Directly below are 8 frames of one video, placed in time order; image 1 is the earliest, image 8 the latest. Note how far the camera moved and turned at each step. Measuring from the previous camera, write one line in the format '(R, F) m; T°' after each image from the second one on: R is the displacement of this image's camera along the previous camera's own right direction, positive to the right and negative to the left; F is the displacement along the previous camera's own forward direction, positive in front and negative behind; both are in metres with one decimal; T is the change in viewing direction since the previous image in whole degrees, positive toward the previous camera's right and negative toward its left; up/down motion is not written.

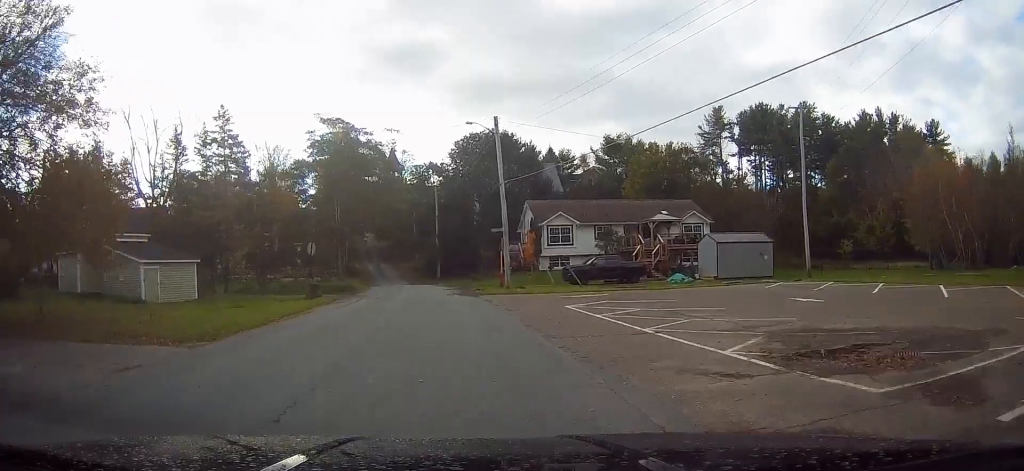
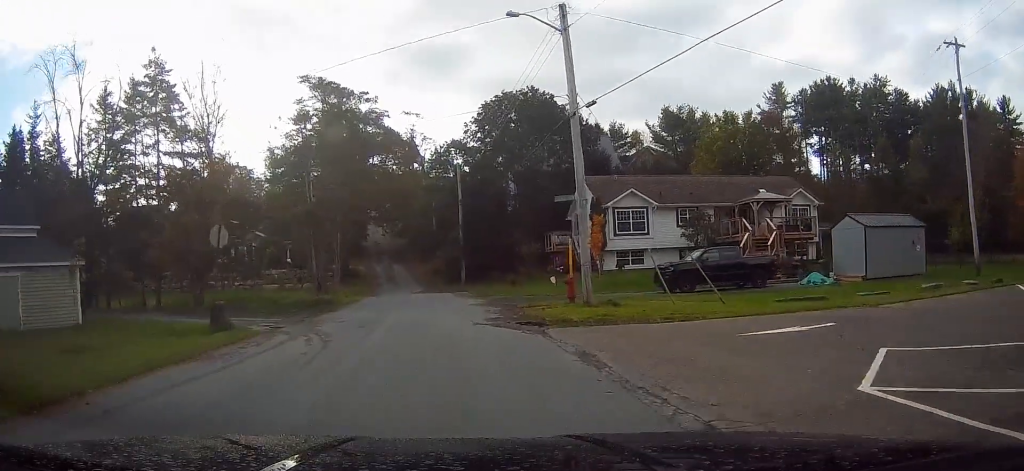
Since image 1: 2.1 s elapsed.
(+0.4, +16.5) m; -1°
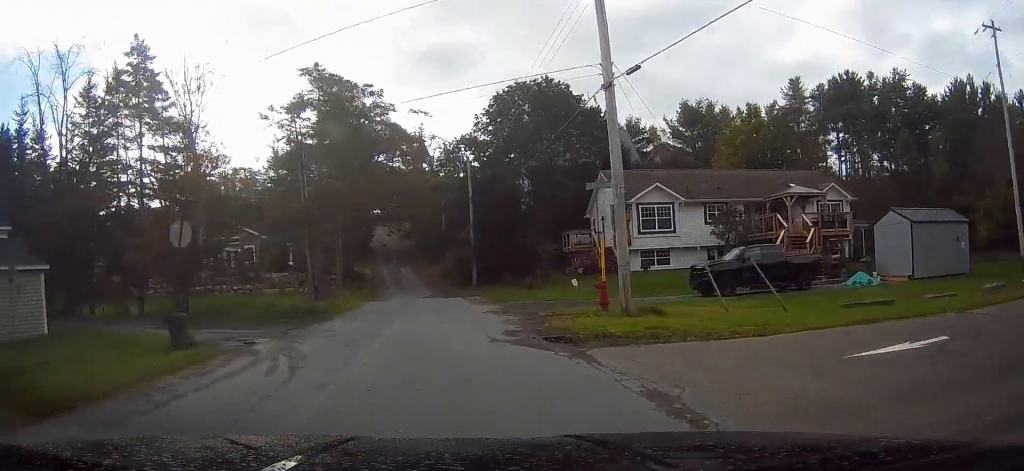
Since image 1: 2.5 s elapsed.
(-0.2, +3.3) m; -1°
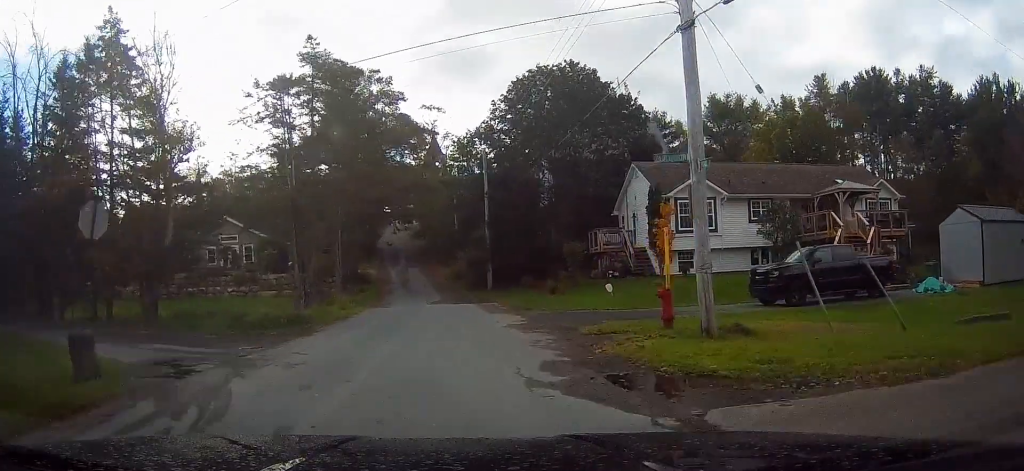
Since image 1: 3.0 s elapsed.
(-0.2, +4.5) m; -1°
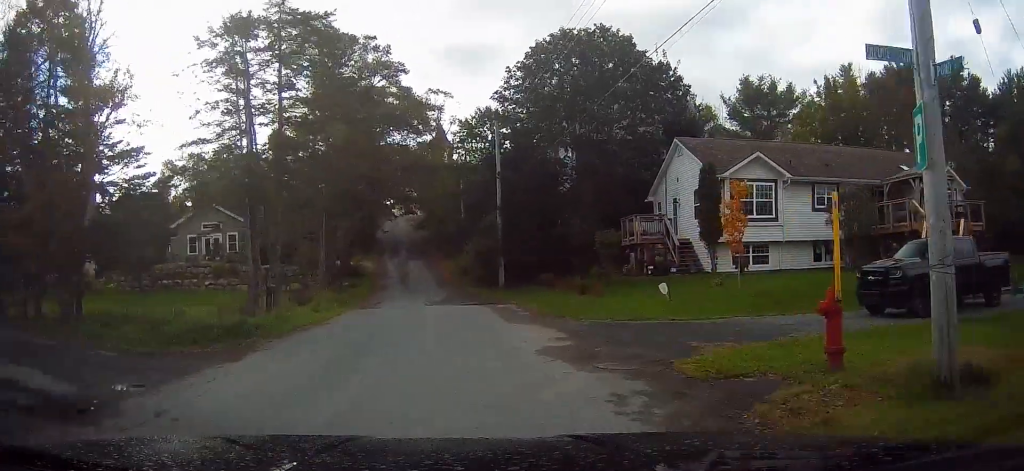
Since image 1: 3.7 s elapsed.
(+0.3, +6.1) m; -1°
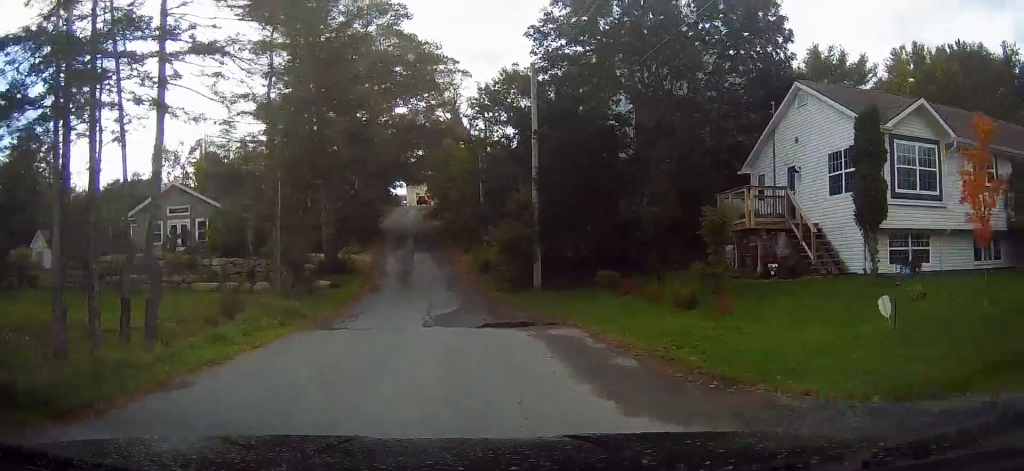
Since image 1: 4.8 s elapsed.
(-0.5, +10.3) m; -3°
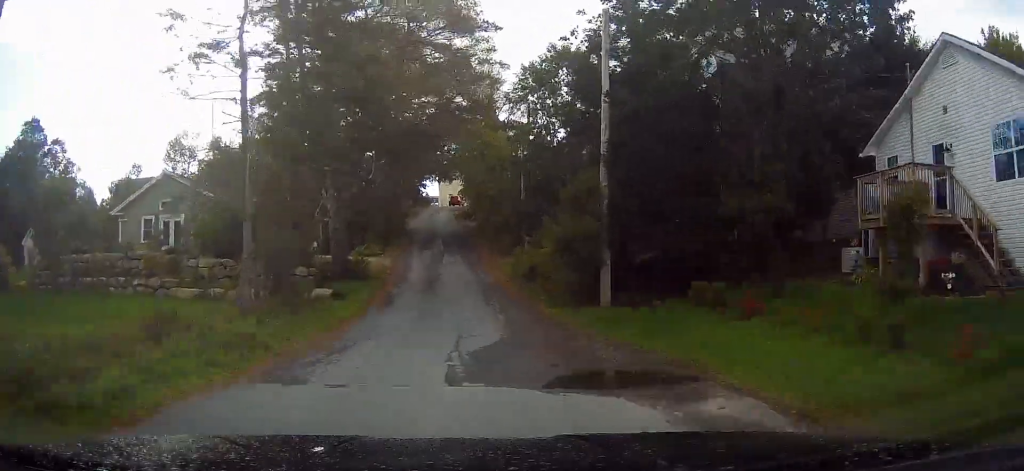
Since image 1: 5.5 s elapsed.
(-0.1, +6.8) m; -2°
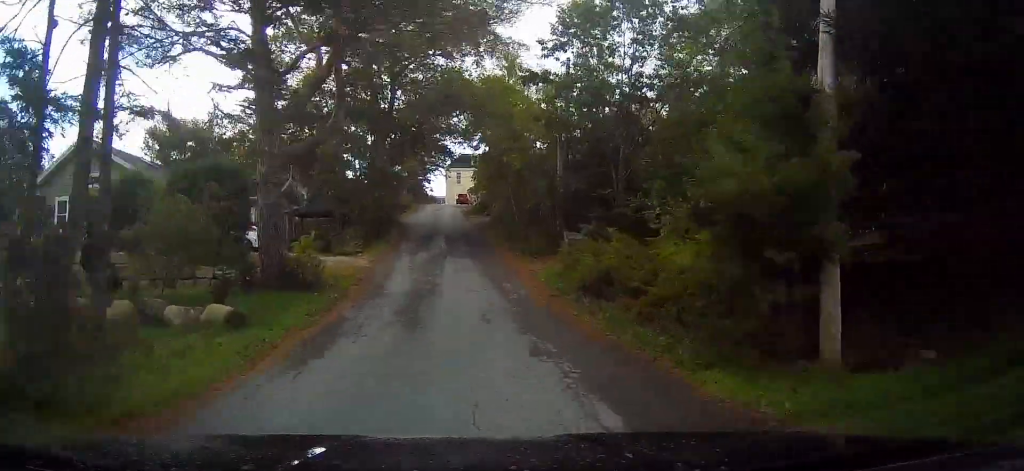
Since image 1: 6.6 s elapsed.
(-0.4, +12.1) m; -2°
